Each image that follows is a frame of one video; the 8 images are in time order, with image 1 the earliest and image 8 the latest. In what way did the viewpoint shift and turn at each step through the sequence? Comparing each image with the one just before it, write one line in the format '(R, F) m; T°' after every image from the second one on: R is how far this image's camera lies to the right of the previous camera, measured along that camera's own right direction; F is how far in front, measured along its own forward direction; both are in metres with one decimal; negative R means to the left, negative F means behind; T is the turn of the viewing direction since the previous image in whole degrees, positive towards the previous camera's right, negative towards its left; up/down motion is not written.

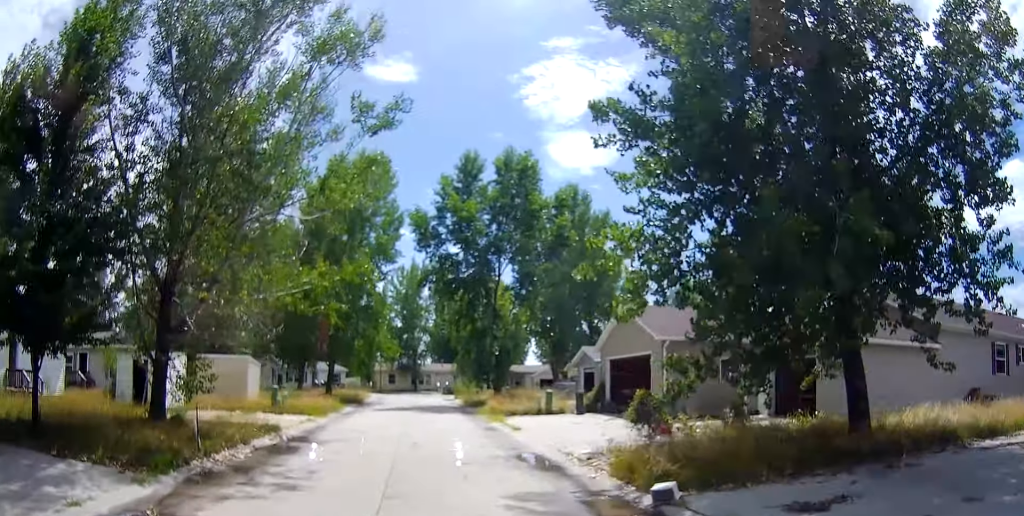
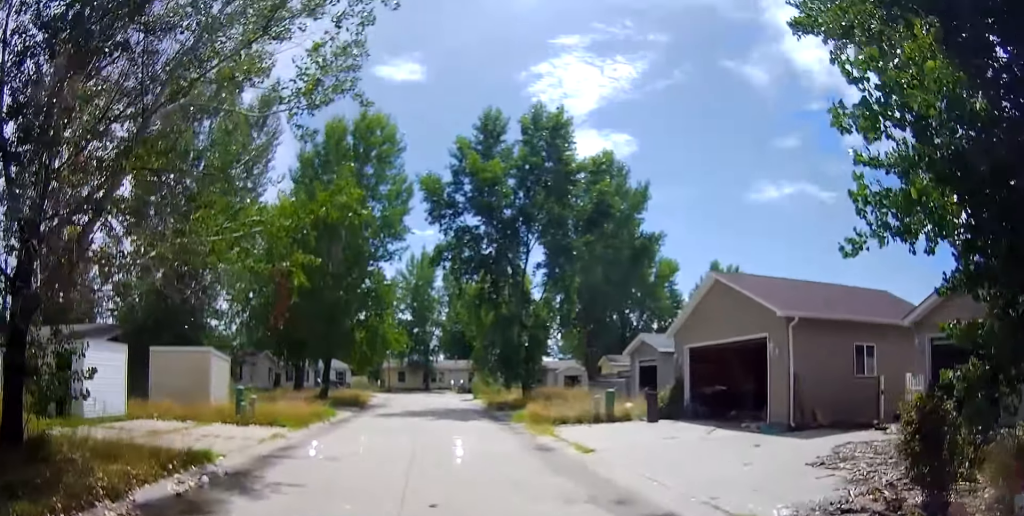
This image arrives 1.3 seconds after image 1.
(-0.3, +7.4) m; -8°
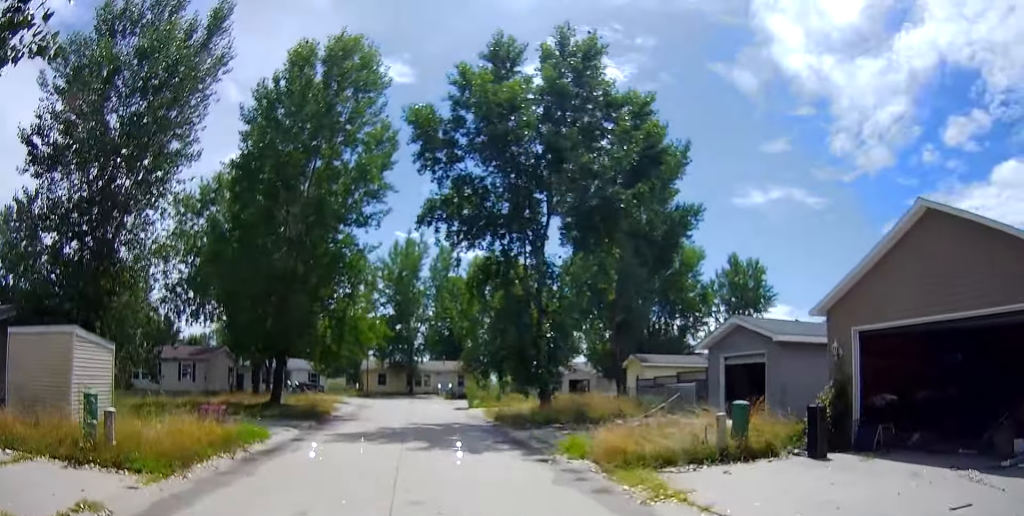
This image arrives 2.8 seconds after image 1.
(0.0, +9.1) m; +6°
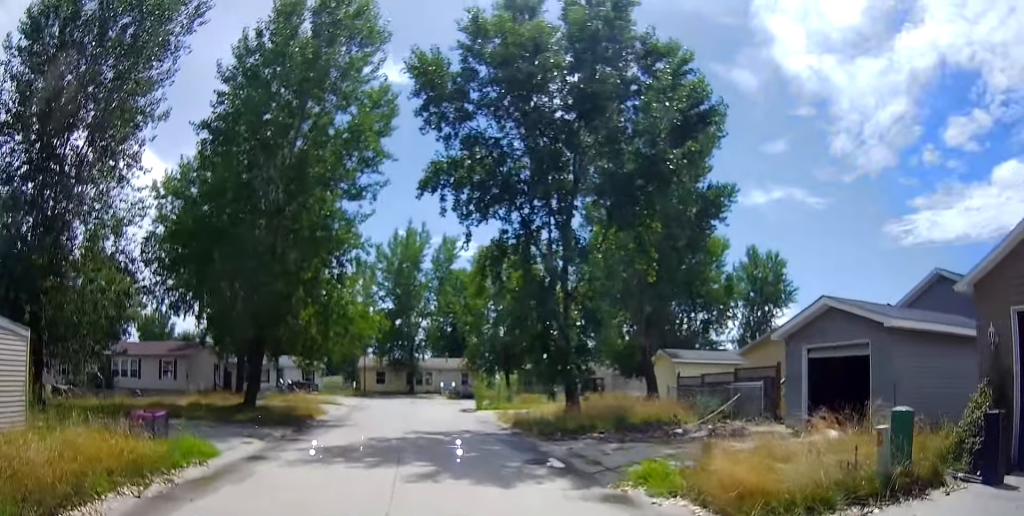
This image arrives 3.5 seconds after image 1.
(+0.2, +4.4) m; +2°
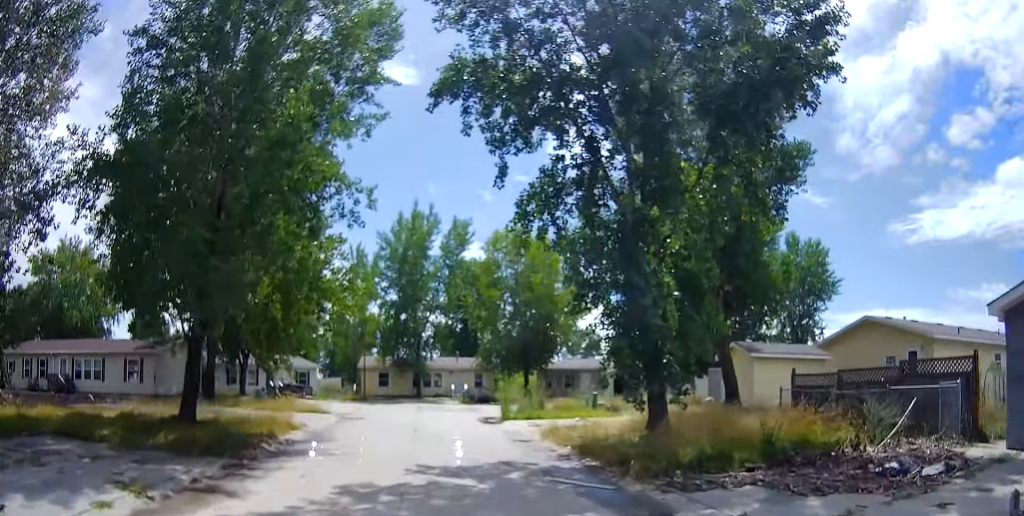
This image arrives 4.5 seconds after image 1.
(0.0, +7.6) m; 0°
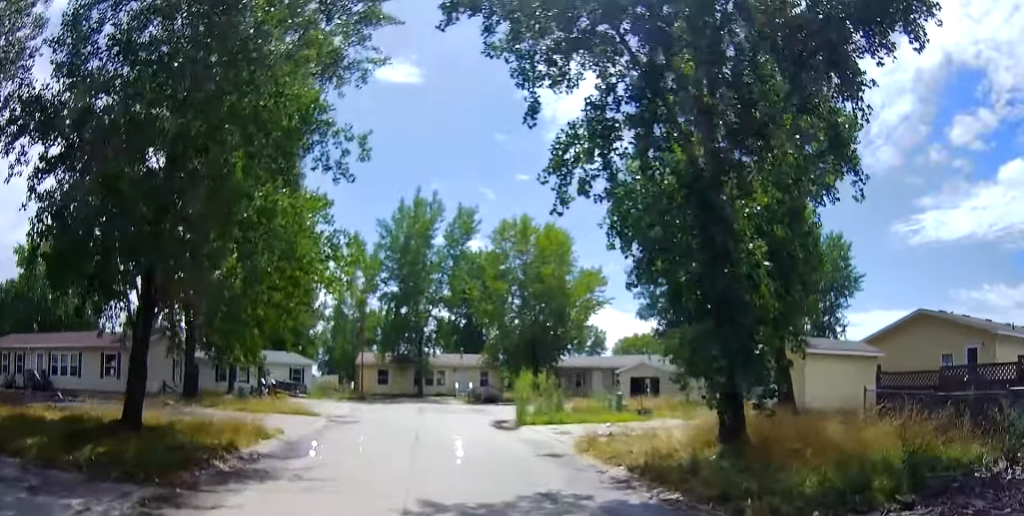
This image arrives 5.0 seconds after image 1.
(0.0, +3.9) m; 0°
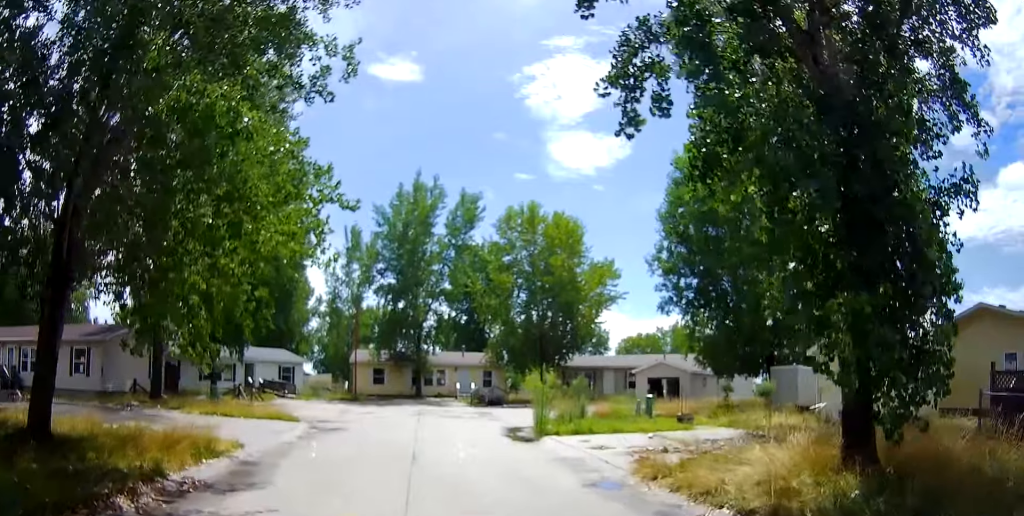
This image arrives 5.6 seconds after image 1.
(0.0, +3.9) m; 0°
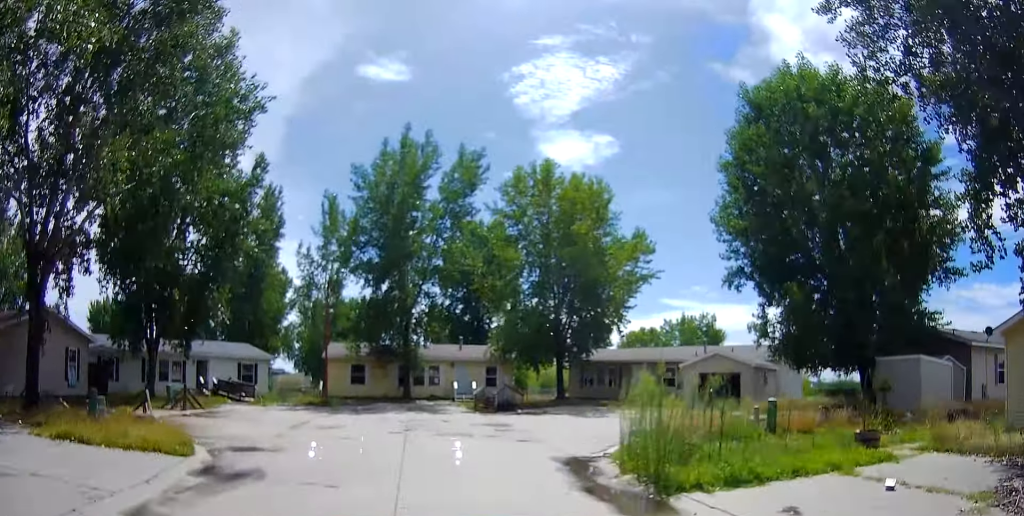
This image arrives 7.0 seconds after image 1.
(0.0, +9.7) m; 0°
